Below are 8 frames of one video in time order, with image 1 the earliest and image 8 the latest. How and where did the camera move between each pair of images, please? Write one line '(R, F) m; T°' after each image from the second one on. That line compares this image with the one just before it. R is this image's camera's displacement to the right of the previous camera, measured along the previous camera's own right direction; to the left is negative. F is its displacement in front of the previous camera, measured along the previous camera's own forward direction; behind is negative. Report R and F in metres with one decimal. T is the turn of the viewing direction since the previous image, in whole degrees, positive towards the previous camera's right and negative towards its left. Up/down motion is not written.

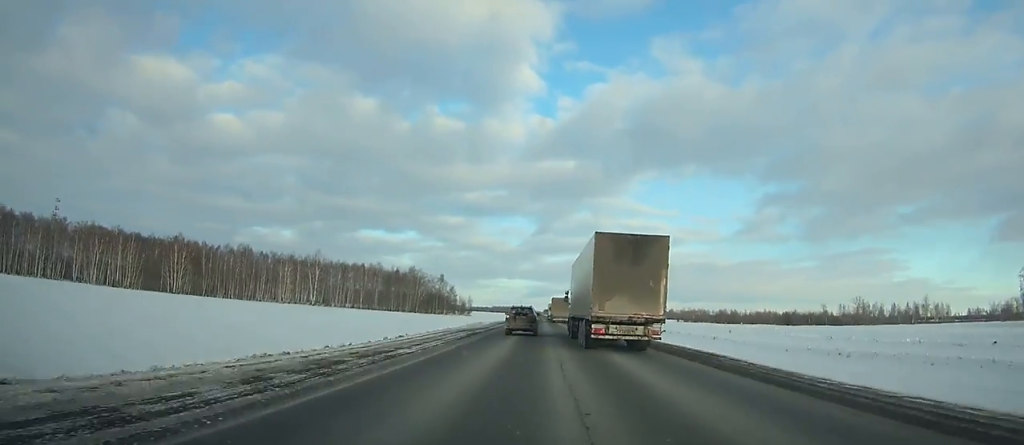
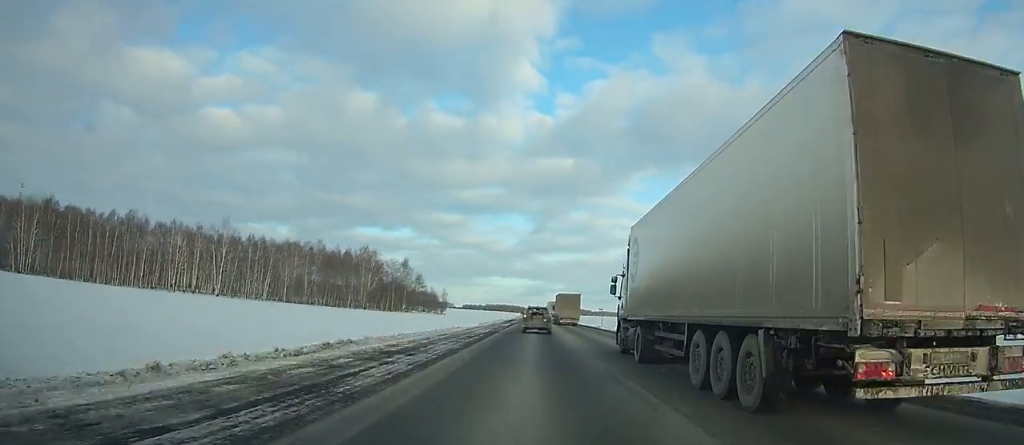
(+0.2, +62.0) m; 0°
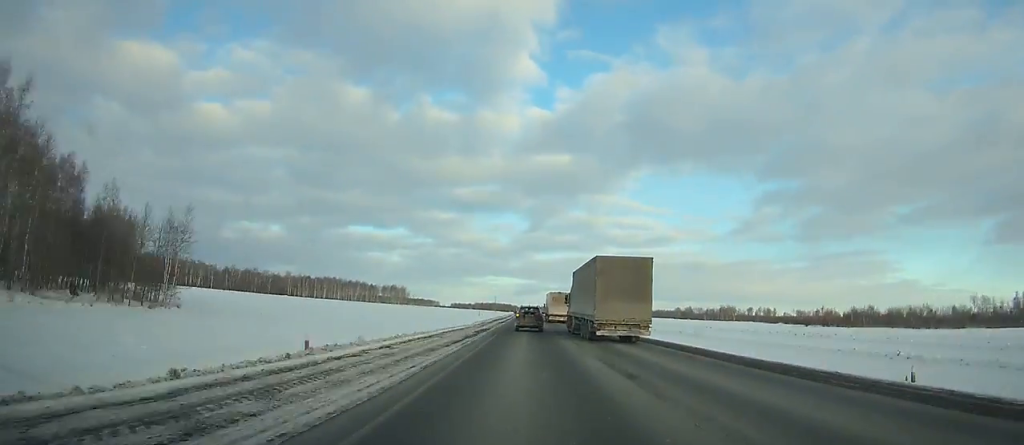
(+1.1, +145.5) m; 0°
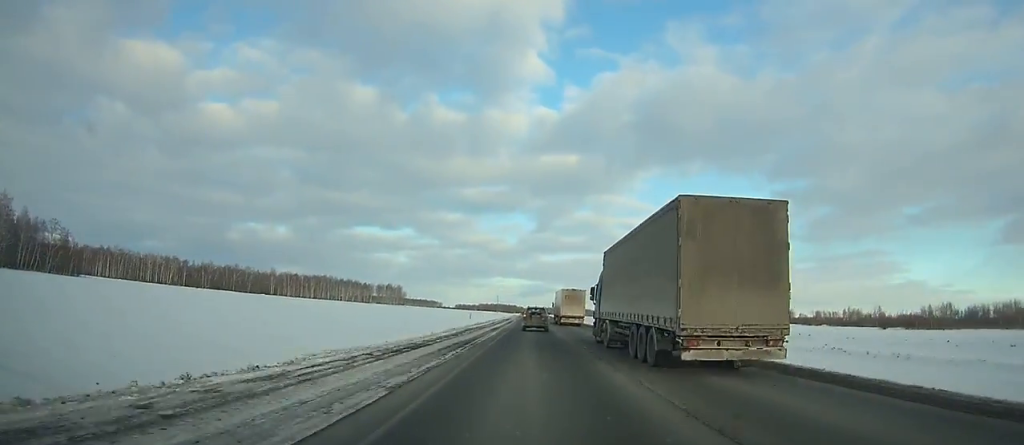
(-0.2, +46.5) m; 0°
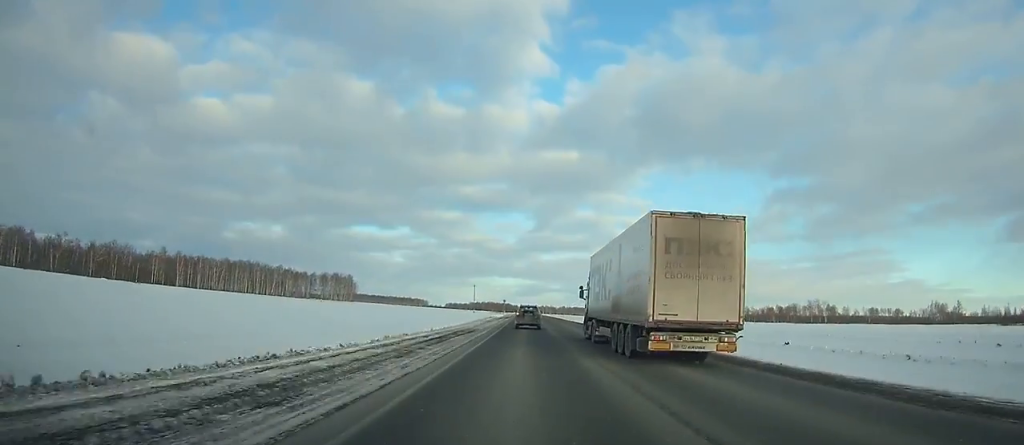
(-0.1, +149.2) m; 0°
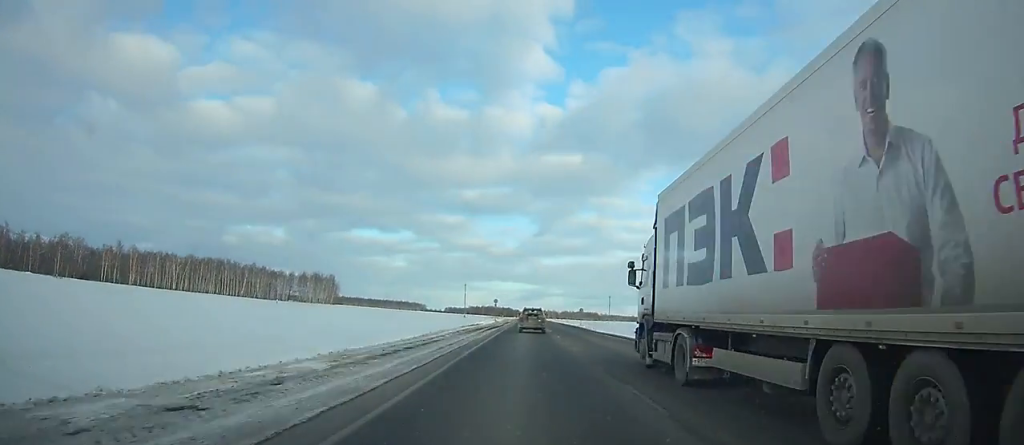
(-0.1, +42.2) m; 0°
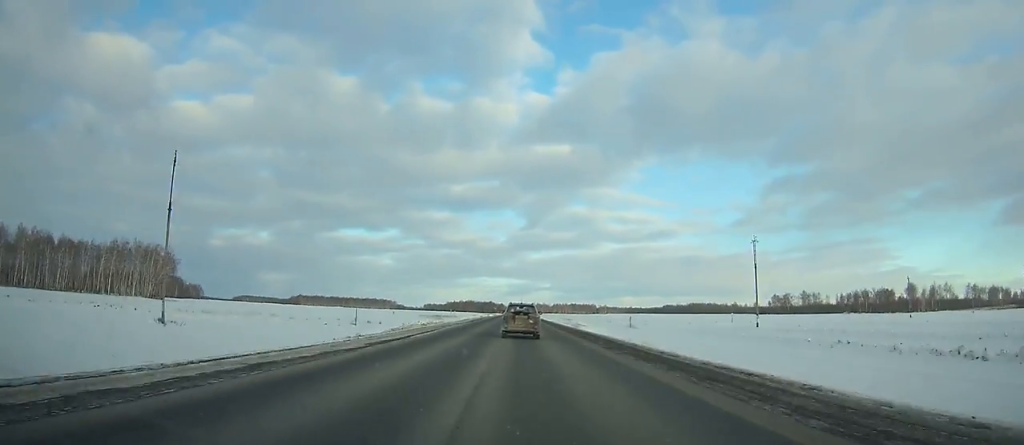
(+1.4, +169.4) m; +1°
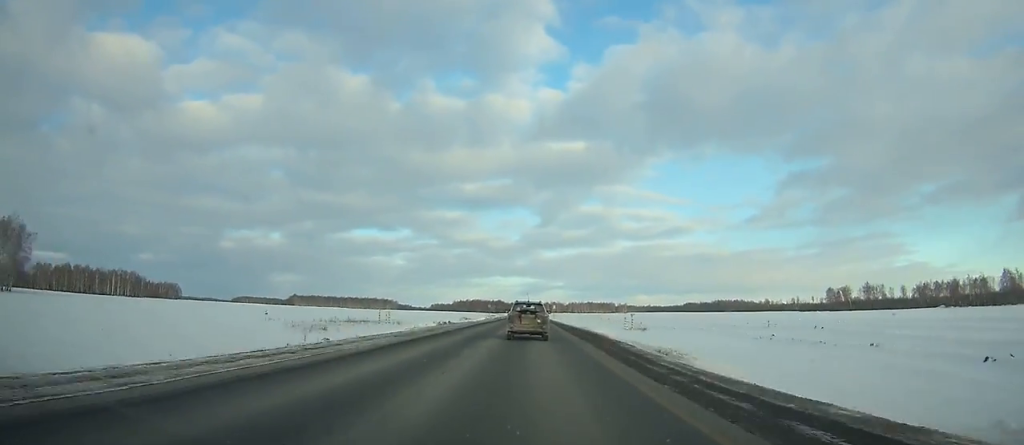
(0.0, +86.8) m; 0°
